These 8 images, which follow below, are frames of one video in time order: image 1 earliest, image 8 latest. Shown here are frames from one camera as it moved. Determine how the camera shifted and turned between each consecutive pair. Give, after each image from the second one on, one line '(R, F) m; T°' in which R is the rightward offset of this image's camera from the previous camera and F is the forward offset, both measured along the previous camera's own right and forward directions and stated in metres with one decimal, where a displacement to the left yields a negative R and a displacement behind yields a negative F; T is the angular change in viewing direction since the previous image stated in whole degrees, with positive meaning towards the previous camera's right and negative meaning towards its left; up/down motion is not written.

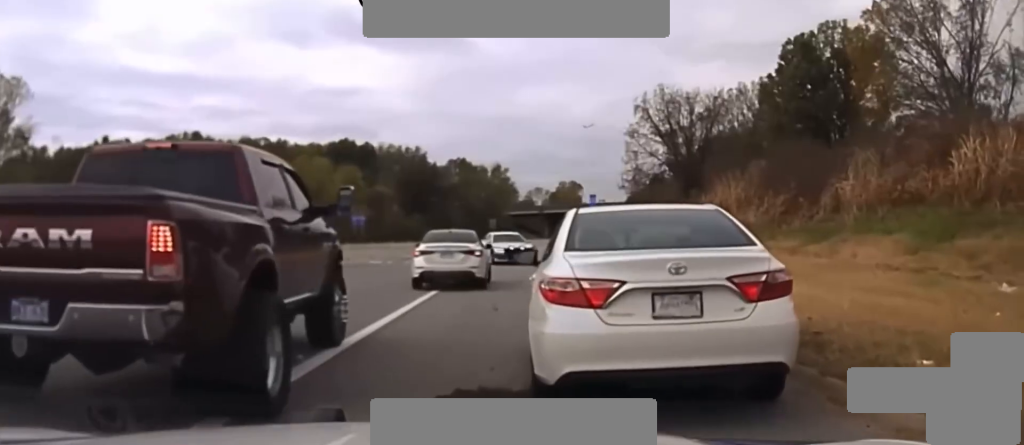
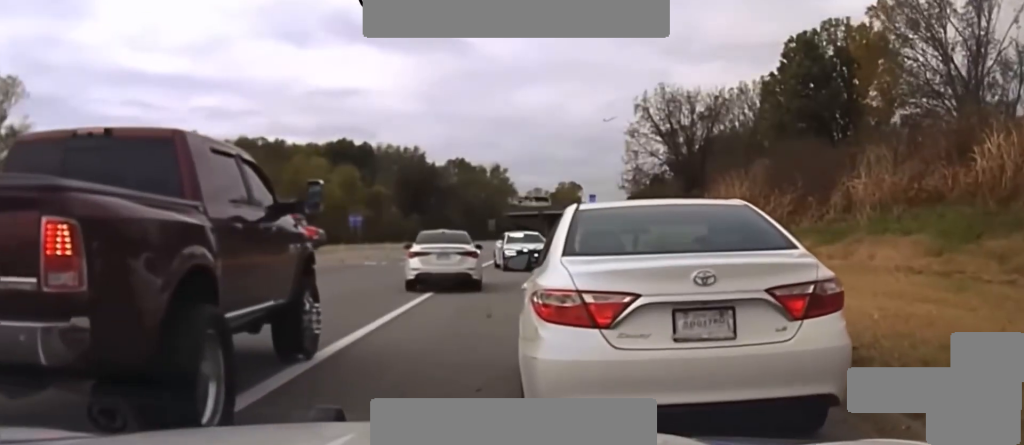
(+0.3, +1.3) m; 0°
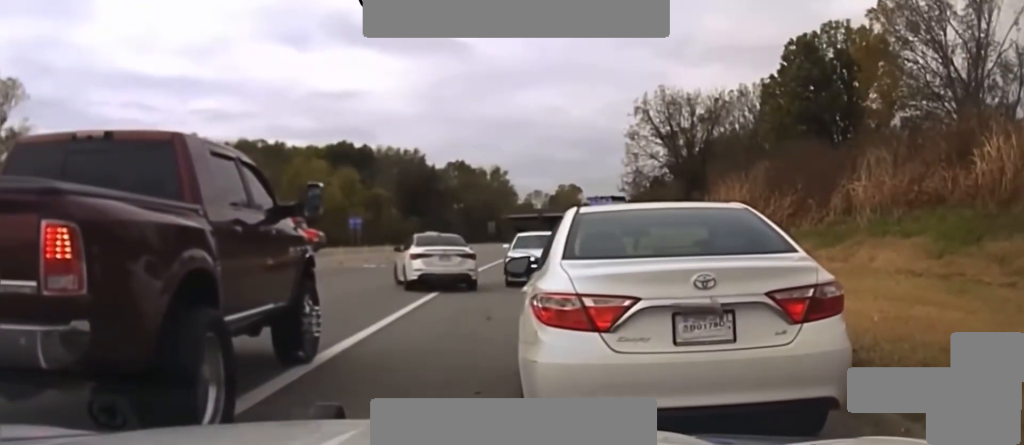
(+0.4, +0.5) m; 0°
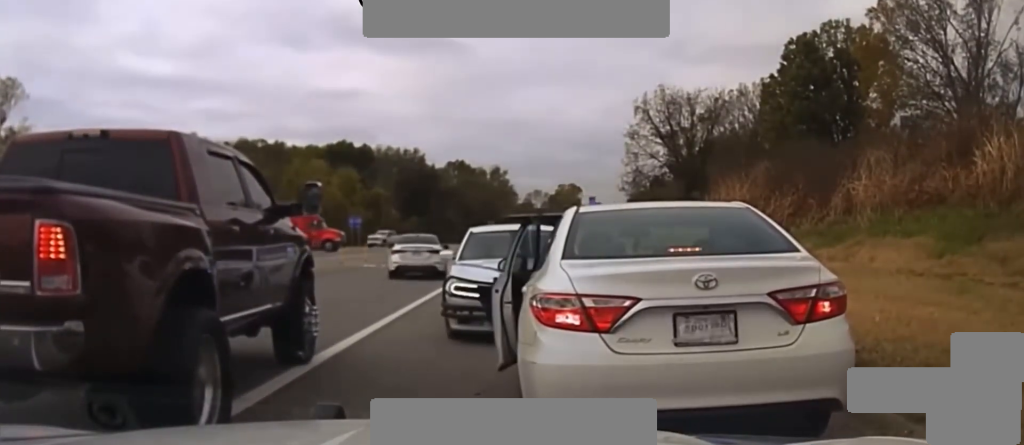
(0.0, 0.0) m; 0°
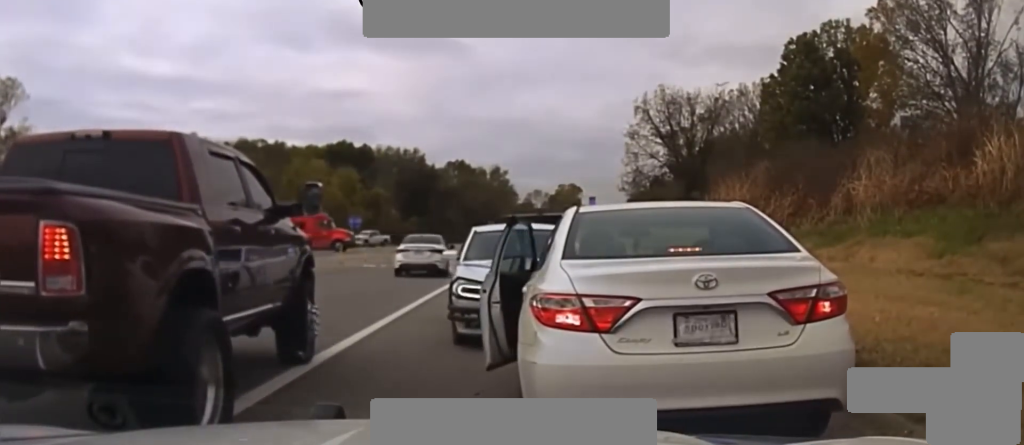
(0.0, 0.0) m; 0°
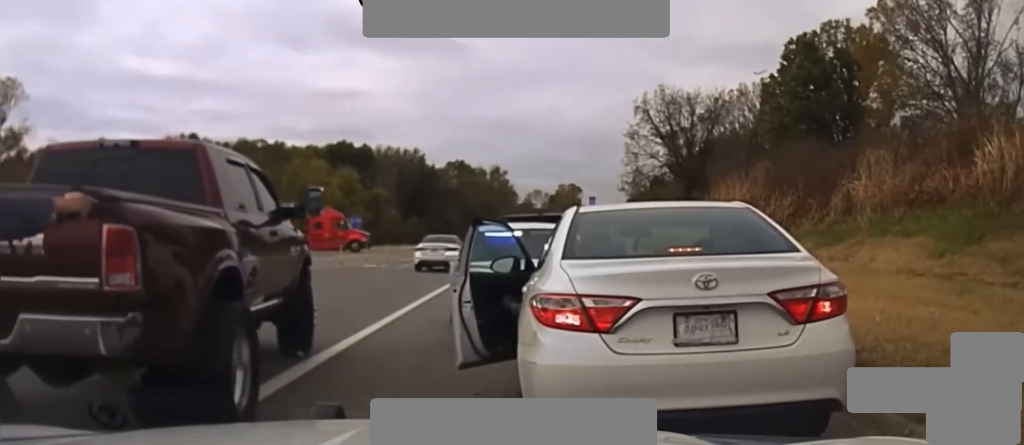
(0.0, 0.0) m; 0°
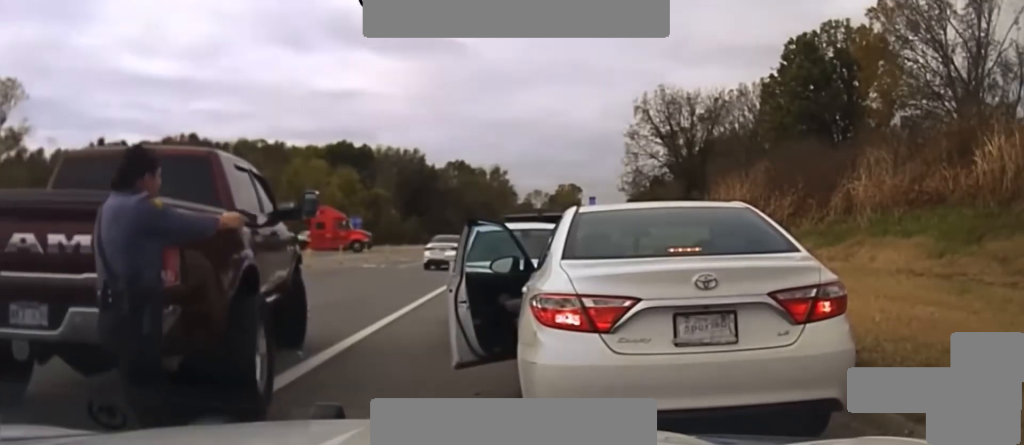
(0.0, 0.0) m; 0°
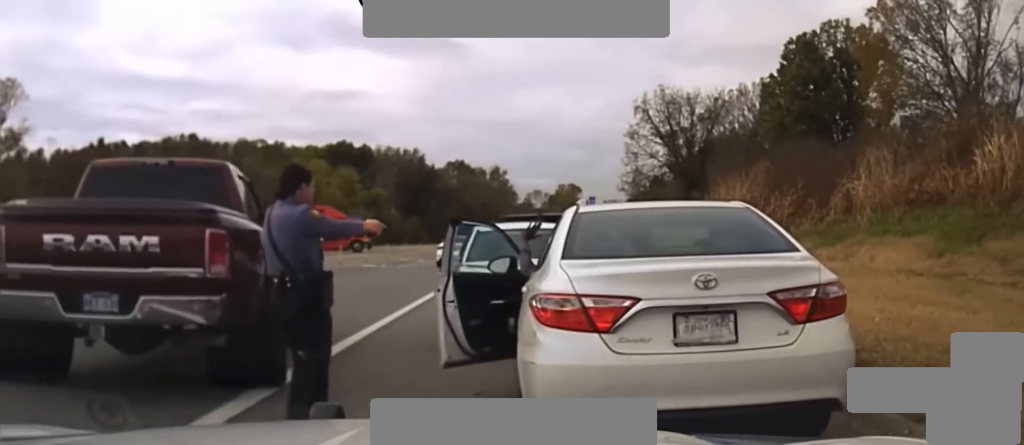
(0.0, 0.0) m; 0°
